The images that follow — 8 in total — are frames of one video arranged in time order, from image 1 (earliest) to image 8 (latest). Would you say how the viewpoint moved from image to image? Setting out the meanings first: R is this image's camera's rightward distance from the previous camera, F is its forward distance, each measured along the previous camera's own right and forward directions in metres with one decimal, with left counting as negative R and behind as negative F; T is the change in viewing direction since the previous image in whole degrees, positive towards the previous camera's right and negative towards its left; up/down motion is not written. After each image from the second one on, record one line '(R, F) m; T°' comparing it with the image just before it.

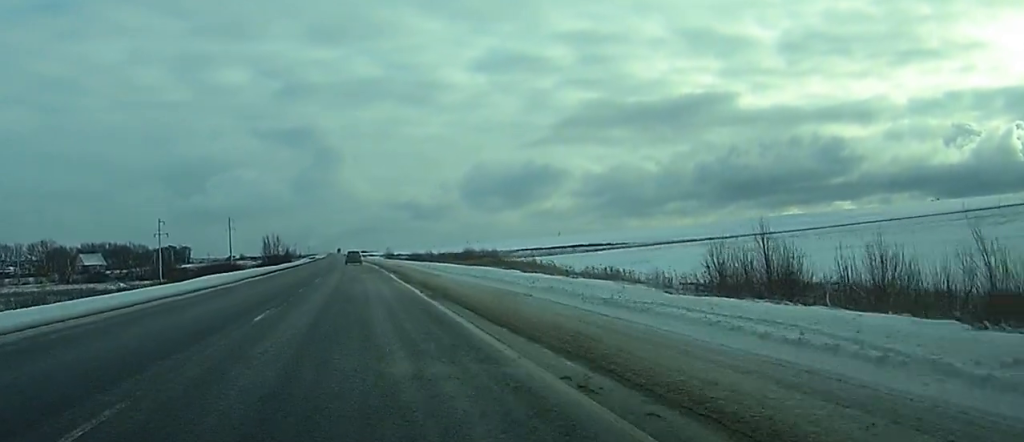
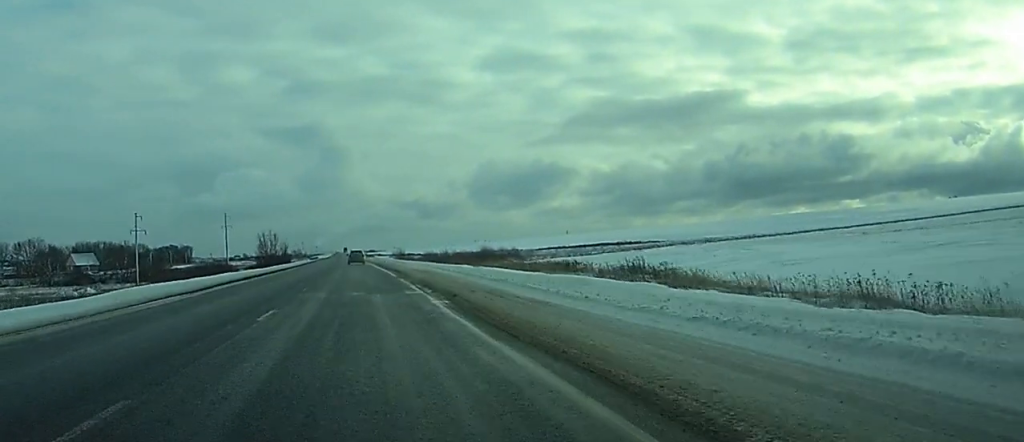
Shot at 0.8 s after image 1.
(-0.2, +24.7) m; -1°
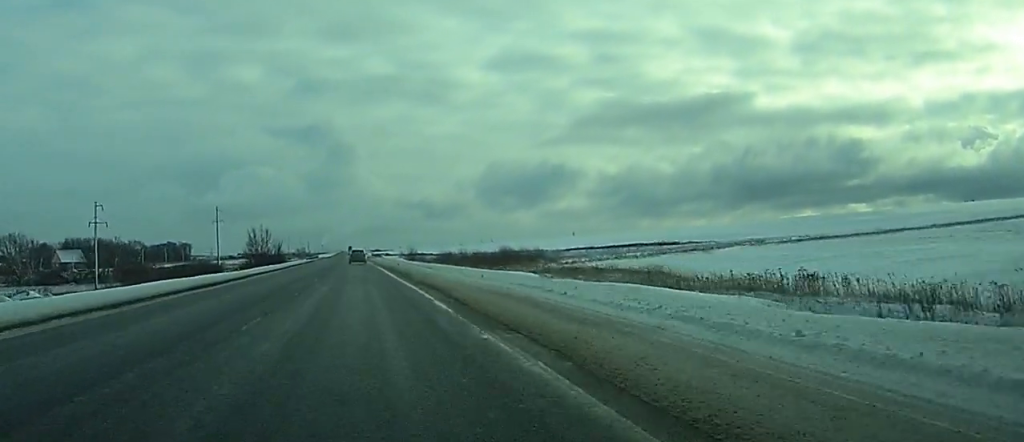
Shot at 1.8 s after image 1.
(0.0, +27.6) m; 0°
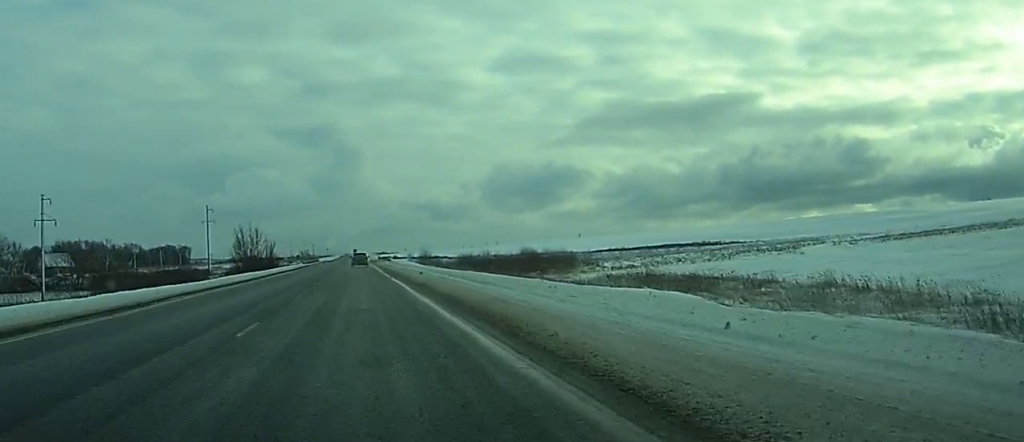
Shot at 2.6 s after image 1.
(0.0, +24.6) m; -1°
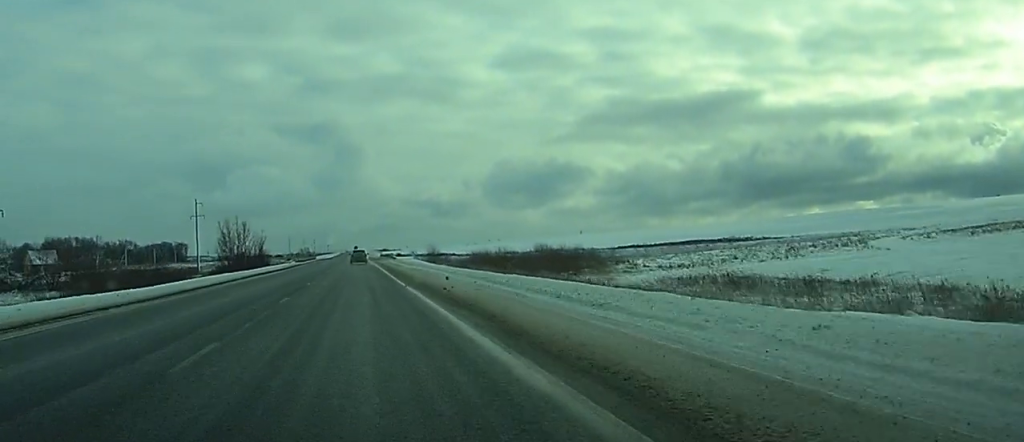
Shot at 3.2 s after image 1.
(-0.2, +16.7) m; 0°
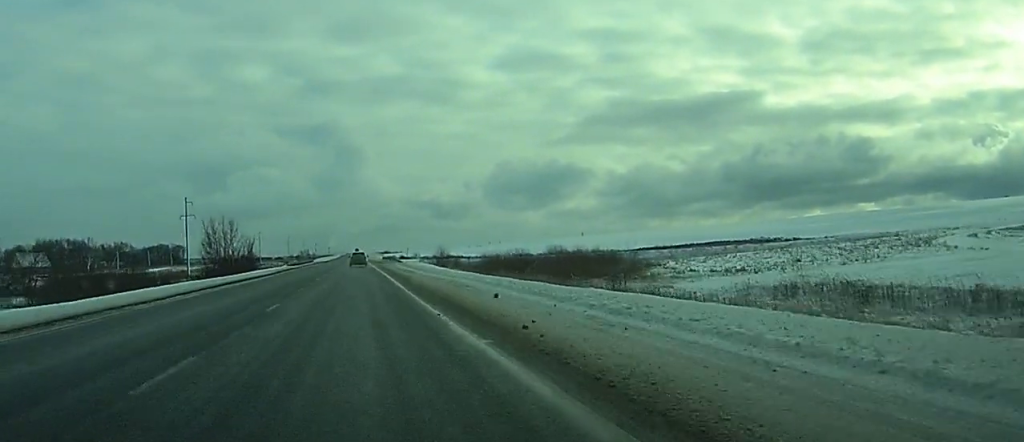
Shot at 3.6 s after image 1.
(-0.1, +13.7) m; 0°
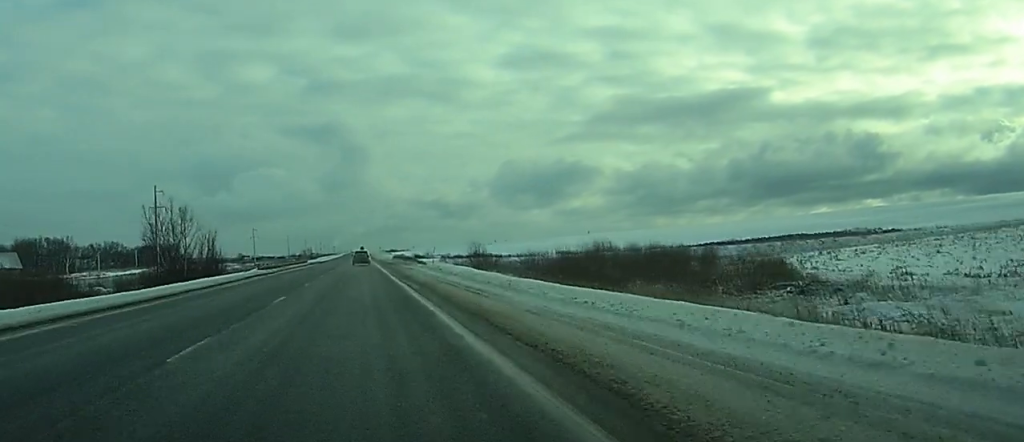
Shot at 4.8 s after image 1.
(+0.2, +34.2) m; 0°
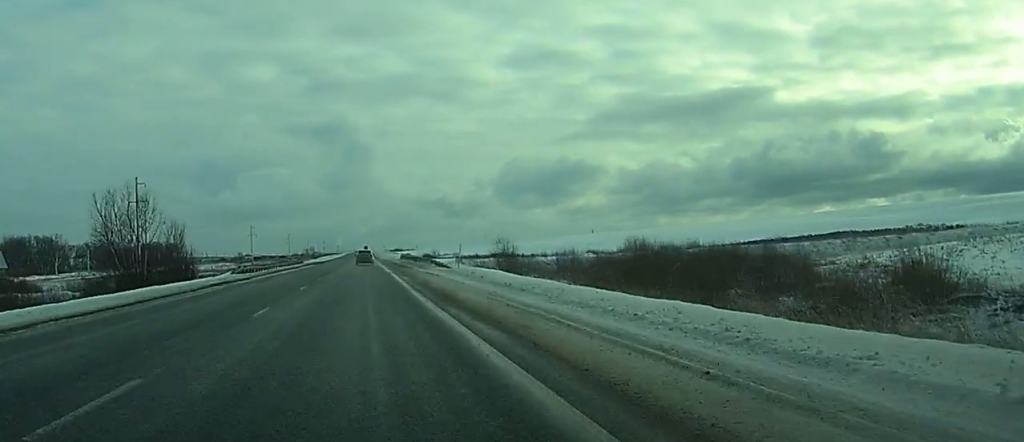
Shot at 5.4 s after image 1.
(+0.1, +16.5) m; 0°
